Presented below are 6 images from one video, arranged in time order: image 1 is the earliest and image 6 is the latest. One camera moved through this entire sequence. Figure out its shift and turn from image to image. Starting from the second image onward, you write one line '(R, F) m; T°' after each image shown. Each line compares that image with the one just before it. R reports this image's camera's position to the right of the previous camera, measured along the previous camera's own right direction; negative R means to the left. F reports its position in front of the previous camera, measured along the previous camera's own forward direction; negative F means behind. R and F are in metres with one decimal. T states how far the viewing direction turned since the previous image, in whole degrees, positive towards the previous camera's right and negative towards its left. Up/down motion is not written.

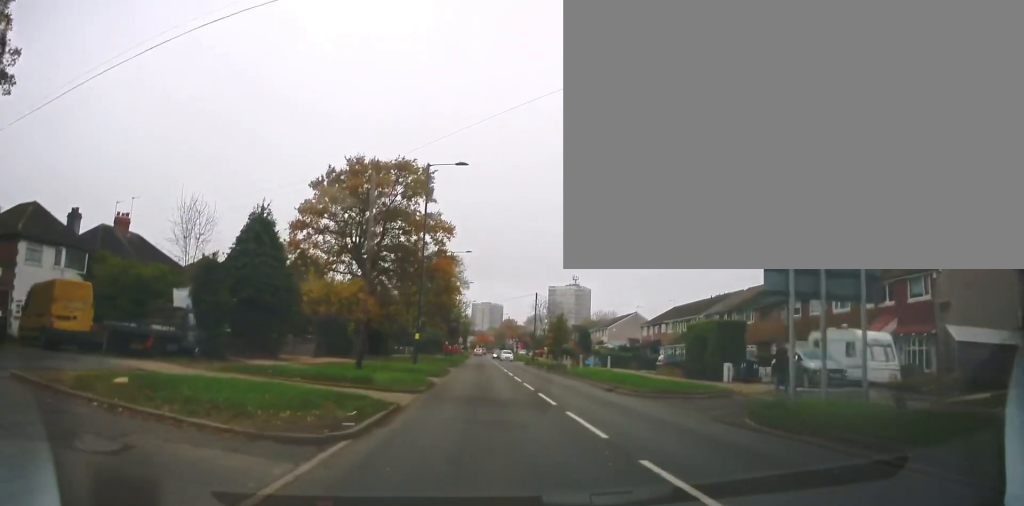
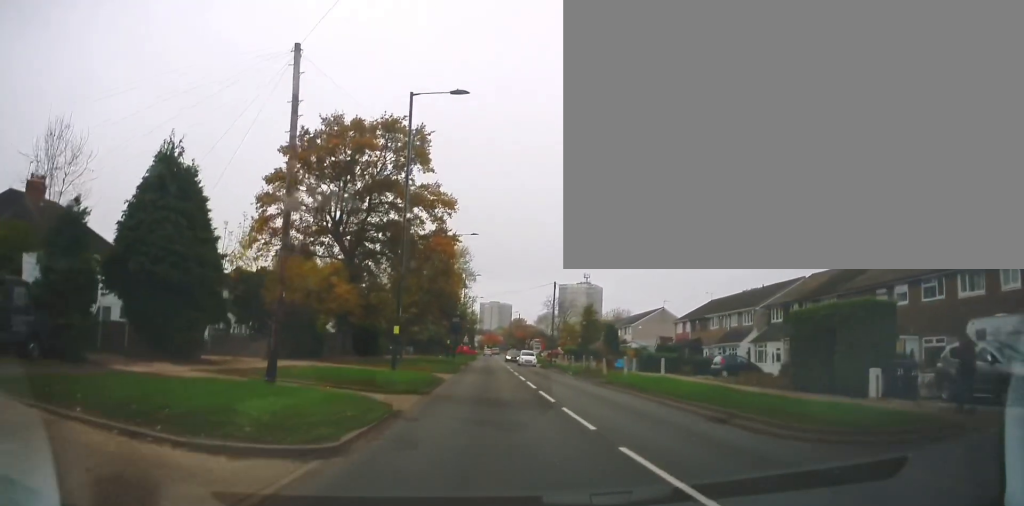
(0.0, +10.4) m; -2°
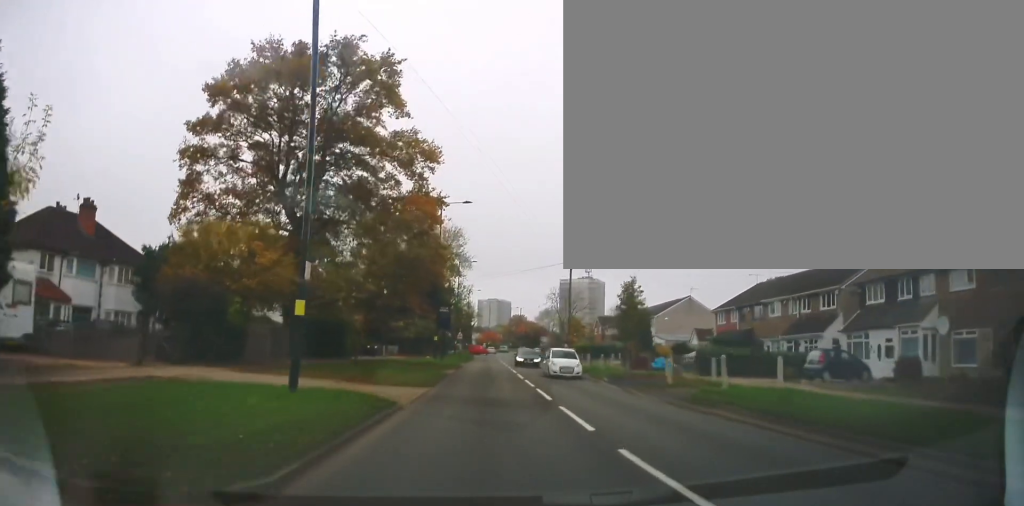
(-0.6, +12.1) m; -2°
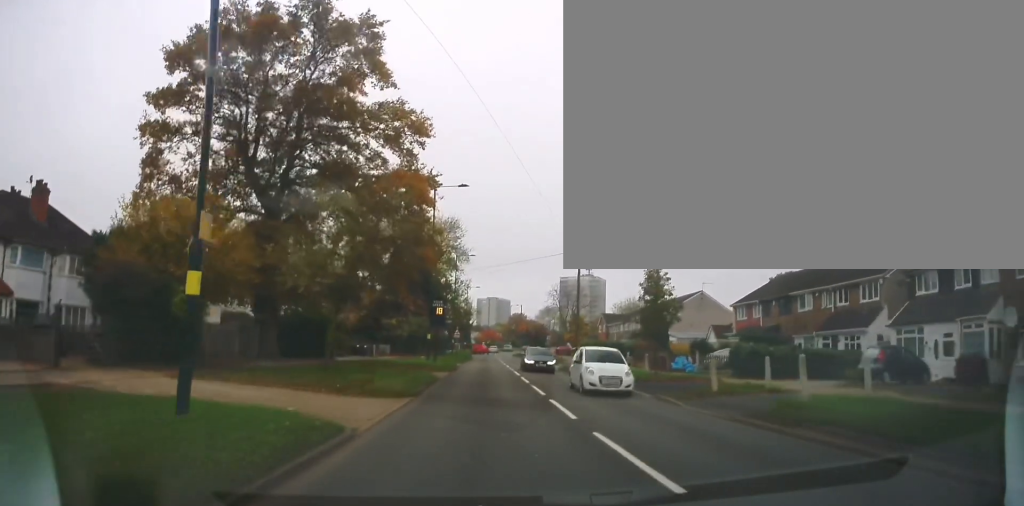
(+0.3, +4.5) m; +2°
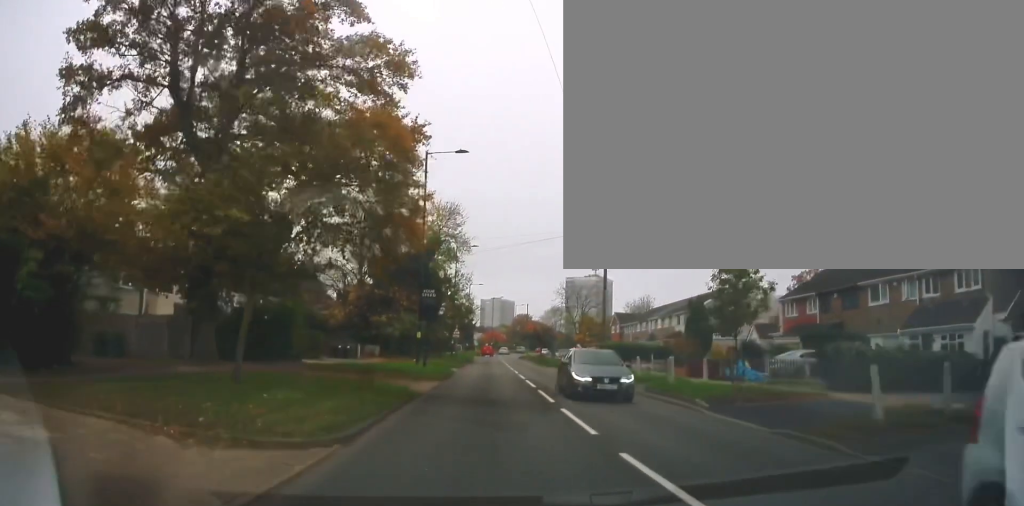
(+0.2, +7.5) m; +2°
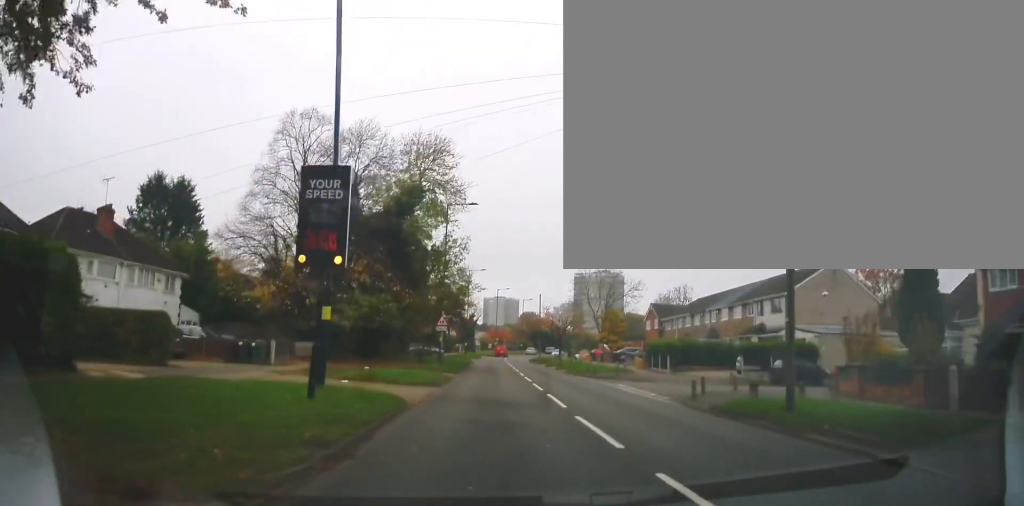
(0.0, +19.5) m; -3°
